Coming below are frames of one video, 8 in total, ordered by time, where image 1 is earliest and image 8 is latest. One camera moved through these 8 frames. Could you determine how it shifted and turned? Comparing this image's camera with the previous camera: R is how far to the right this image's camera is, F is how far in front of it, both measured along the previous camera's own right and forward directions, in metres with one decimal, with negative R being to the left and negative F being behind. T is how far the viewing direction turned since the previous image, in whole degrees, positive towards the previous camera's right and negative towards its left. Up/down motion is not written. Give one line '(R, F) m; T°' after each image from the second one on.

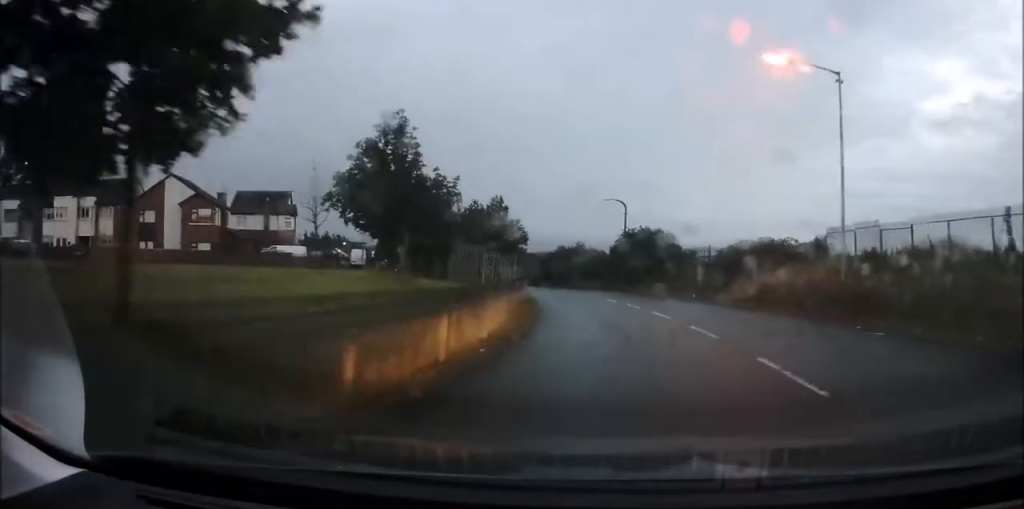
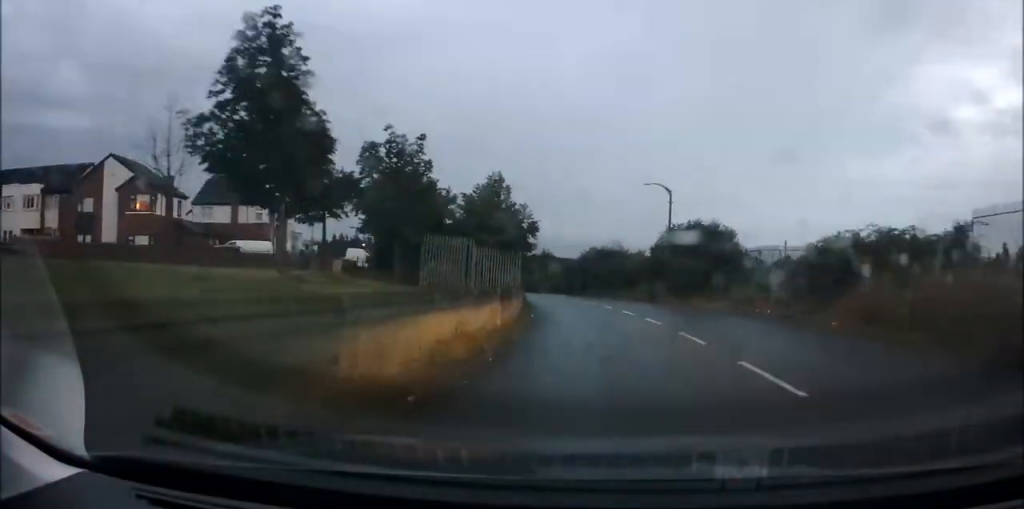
(-0.5, +11.5) m; -4°
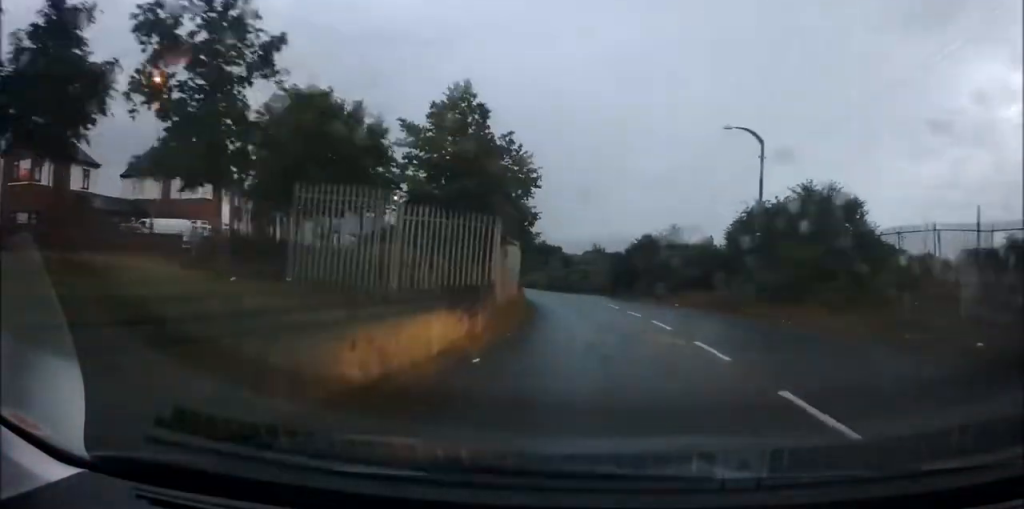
(-0.6, +14.5) m; -6°
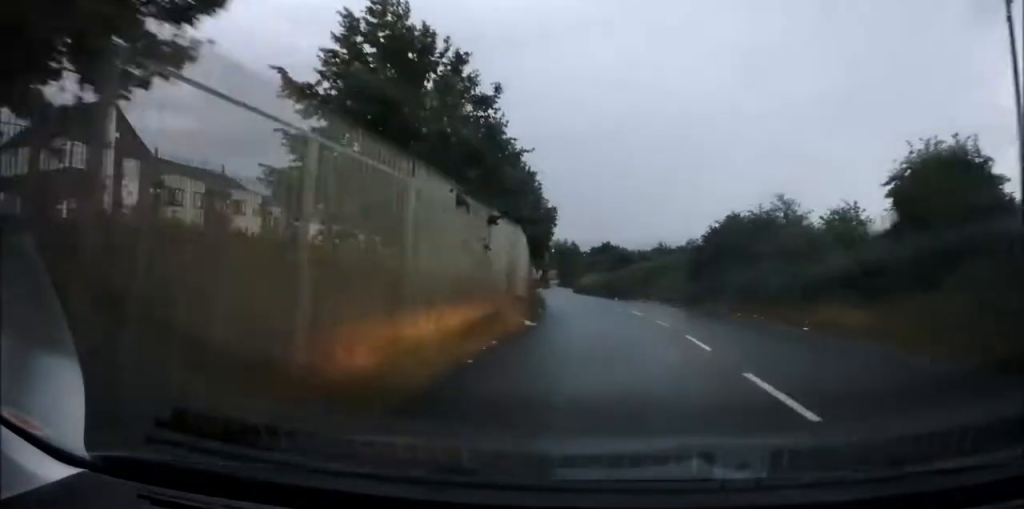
(-0.9, +16.1) m; -7°
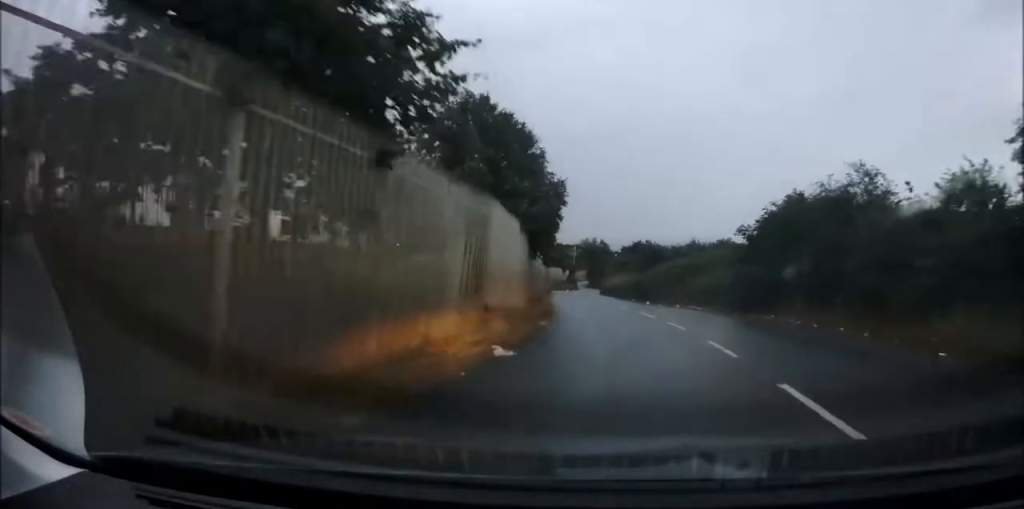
(-0.1, +7.1) m; -3°
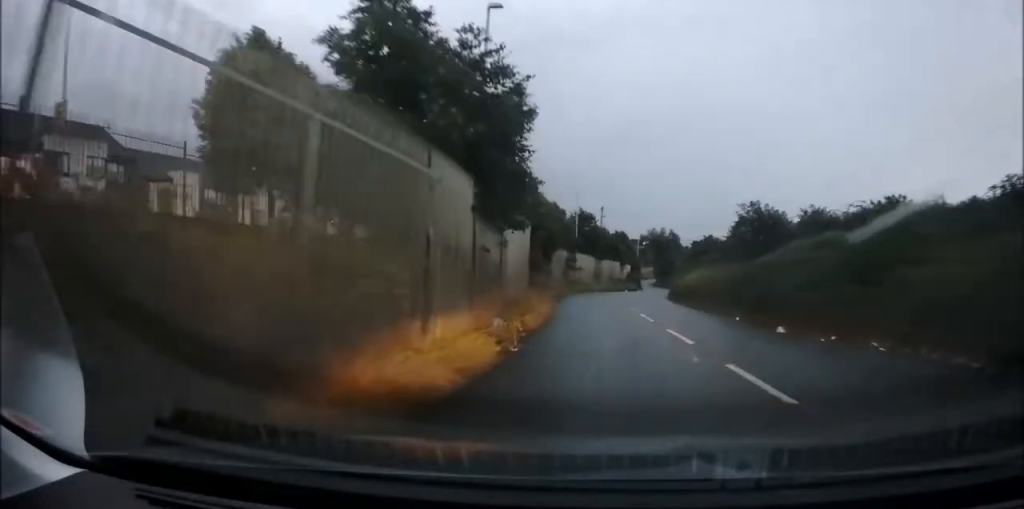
(-1.6, +21.6) m; -5°
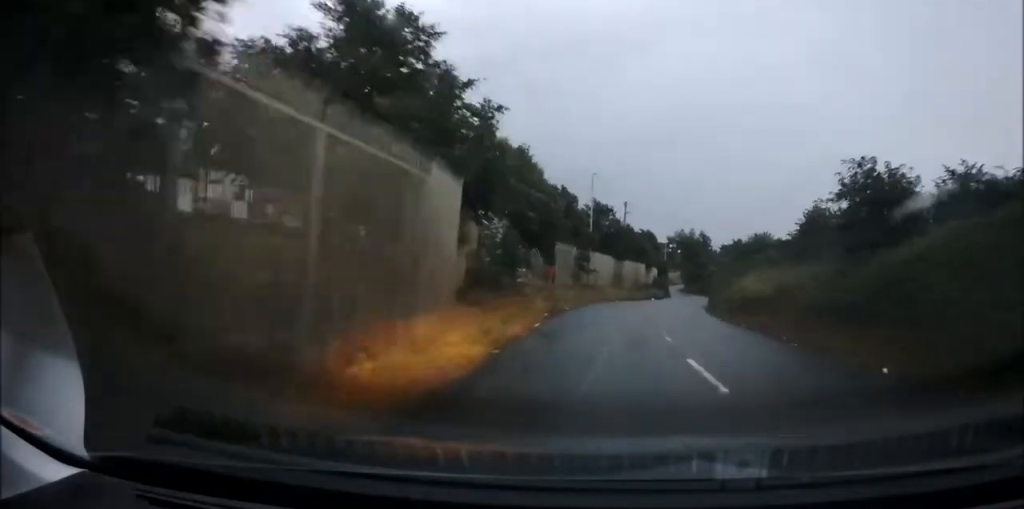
(-0.1, +10.5) m; 0°
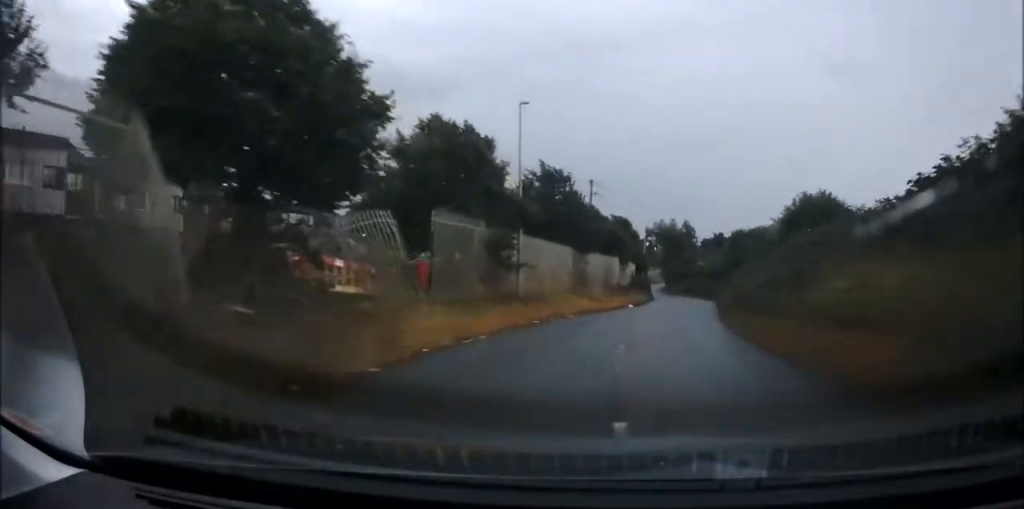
(+0.3, +16.0) m; +2°
